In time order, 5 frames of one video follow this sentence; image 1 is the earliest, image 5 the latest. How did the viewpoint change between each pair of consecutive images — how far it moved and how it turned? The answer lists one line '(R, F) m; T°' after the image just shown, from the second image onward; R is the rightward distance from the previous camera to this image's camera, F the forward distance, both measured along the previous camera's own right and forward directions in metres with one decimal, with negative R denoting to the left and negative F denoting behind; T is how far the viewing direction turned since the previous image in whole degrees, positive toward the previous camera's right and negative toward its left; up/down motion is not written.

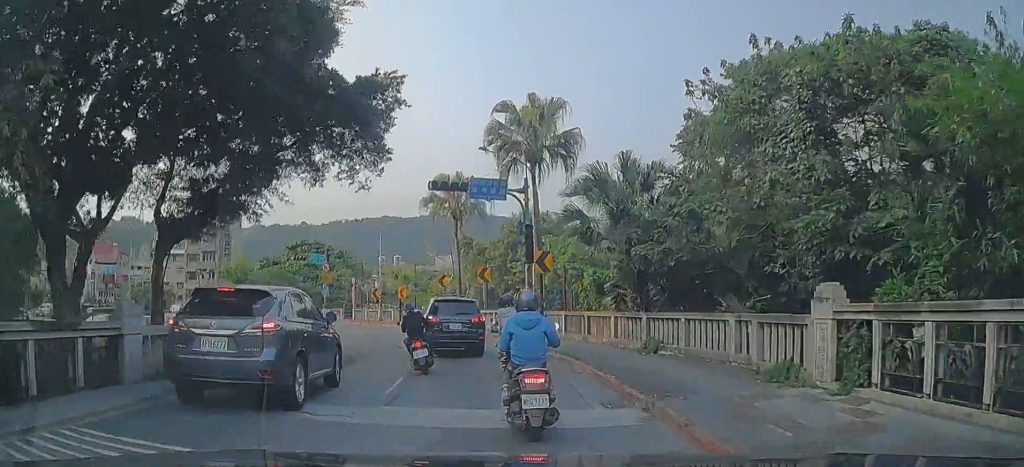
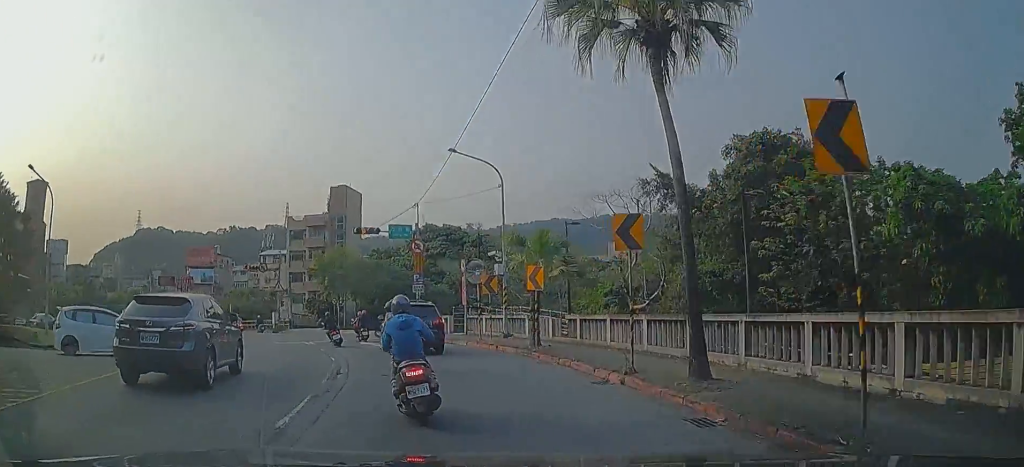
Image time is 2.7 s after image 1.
(-4.0, +22.6) m; -23°
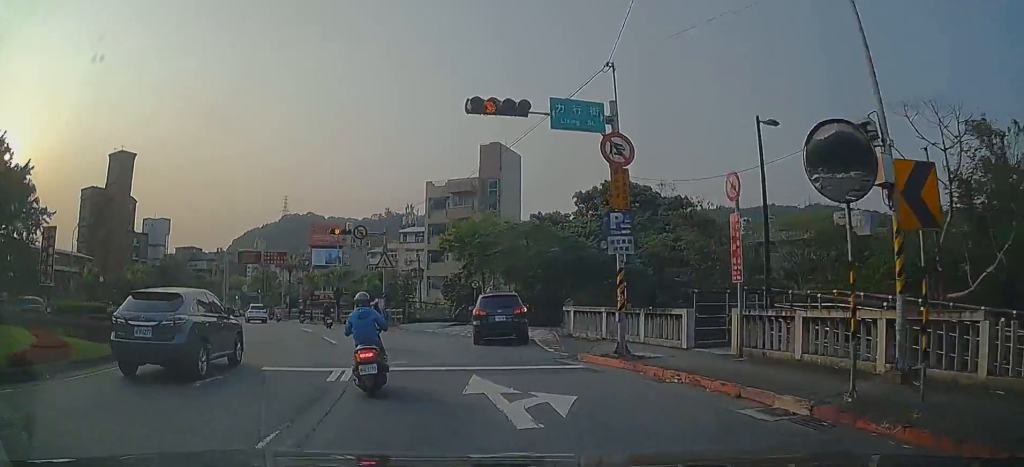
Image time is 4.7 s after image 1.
(-2.2, +16.3) m; -9°
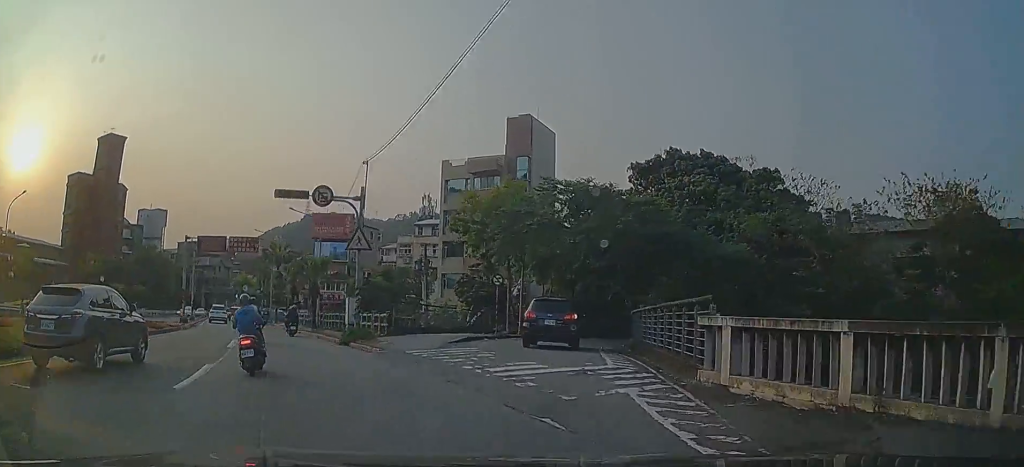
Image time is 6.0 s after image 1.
(+0.6, +10.2) m; +4°
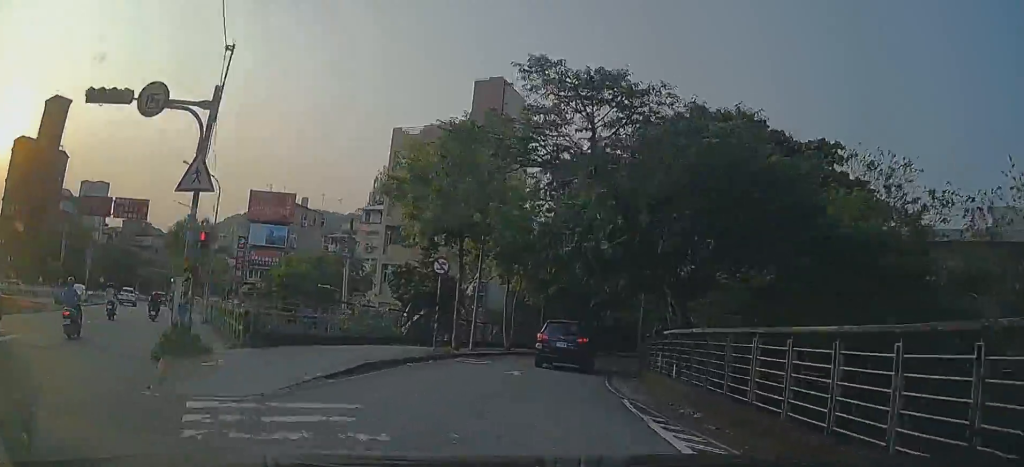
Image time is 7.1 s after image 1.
(+0.1, +9.5) m; -2°
